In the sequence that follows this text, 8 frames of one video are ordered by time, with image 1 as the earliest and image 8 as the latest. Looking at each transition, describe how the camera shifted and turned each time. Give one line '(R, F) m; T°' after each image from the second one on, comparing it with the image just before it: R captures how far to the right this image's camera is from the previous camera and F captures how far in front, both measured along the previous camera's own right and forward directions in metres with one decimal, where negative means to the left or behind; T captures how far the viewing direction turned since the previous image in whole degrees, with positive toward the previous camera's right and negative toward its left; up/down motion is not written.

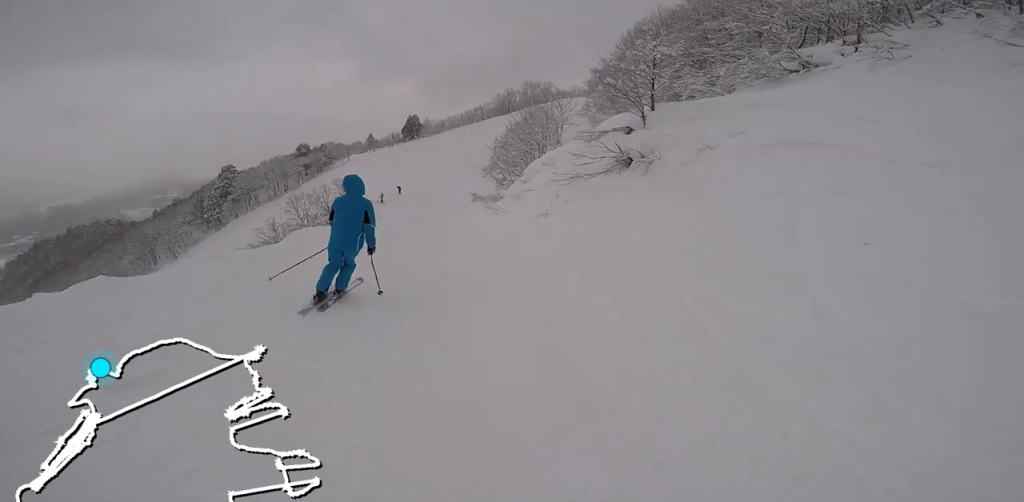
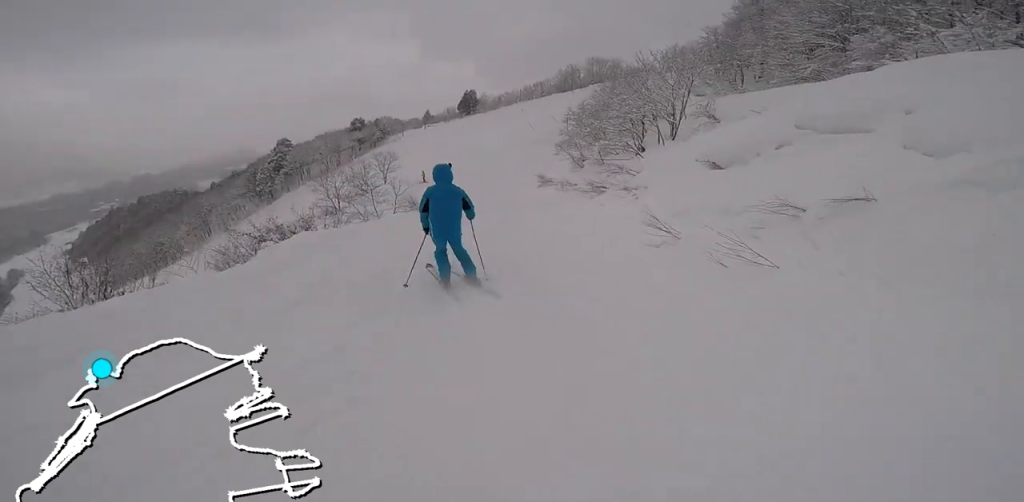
(0.0, +11.1) m; 0°
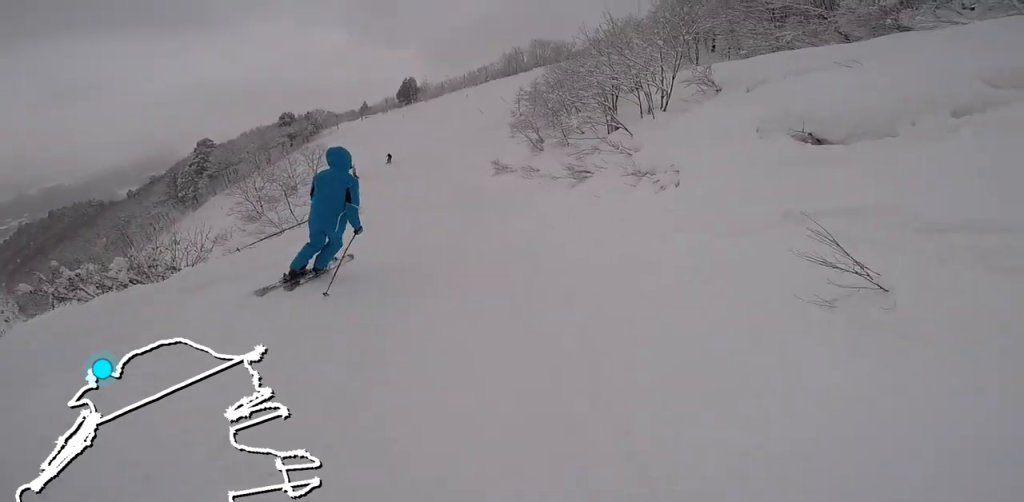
(0.0, +3.6) m; 0°
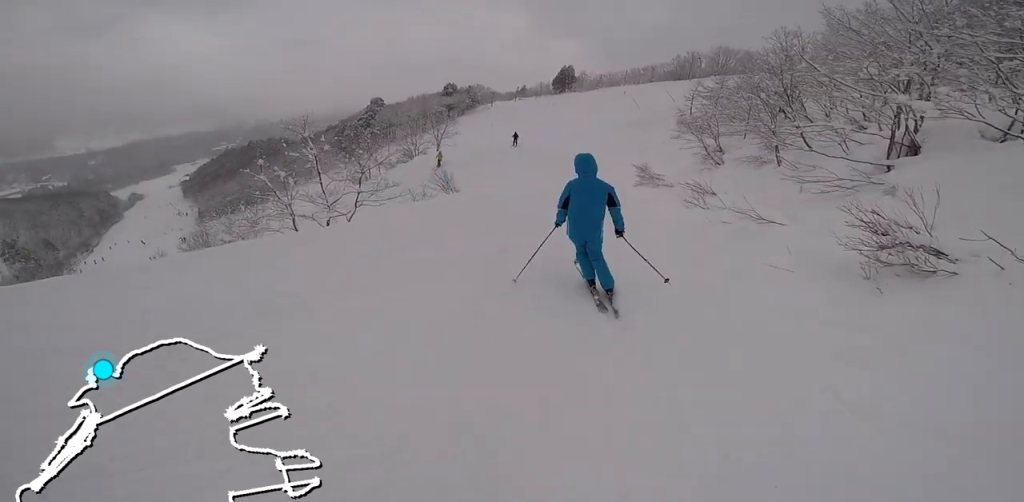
(0.0, +7.6) m; 0°
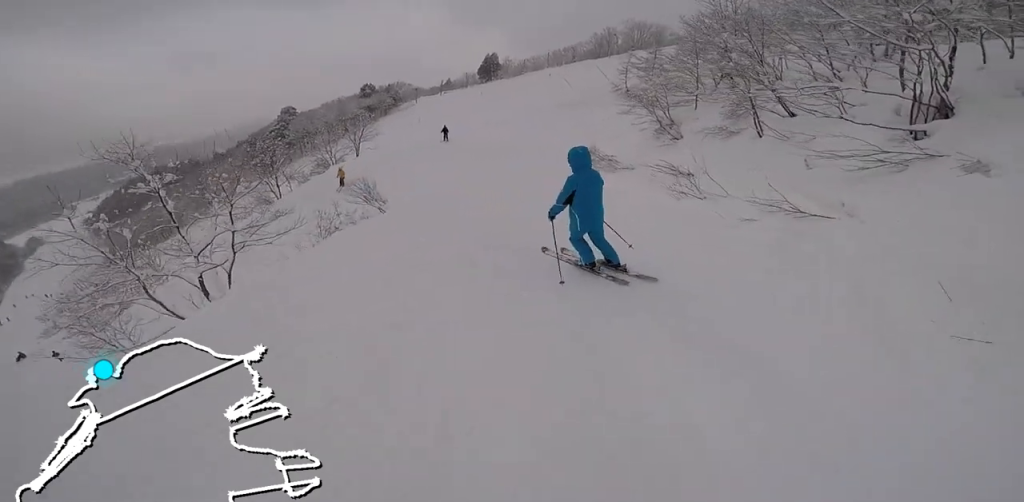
(0.0, +2.8) m; +1°
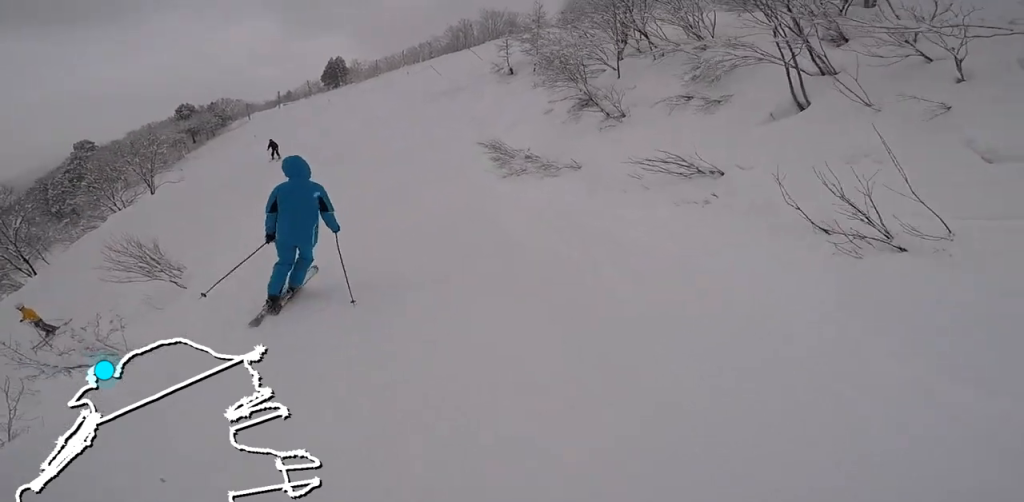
(+0.2, +6.3) m; +5°
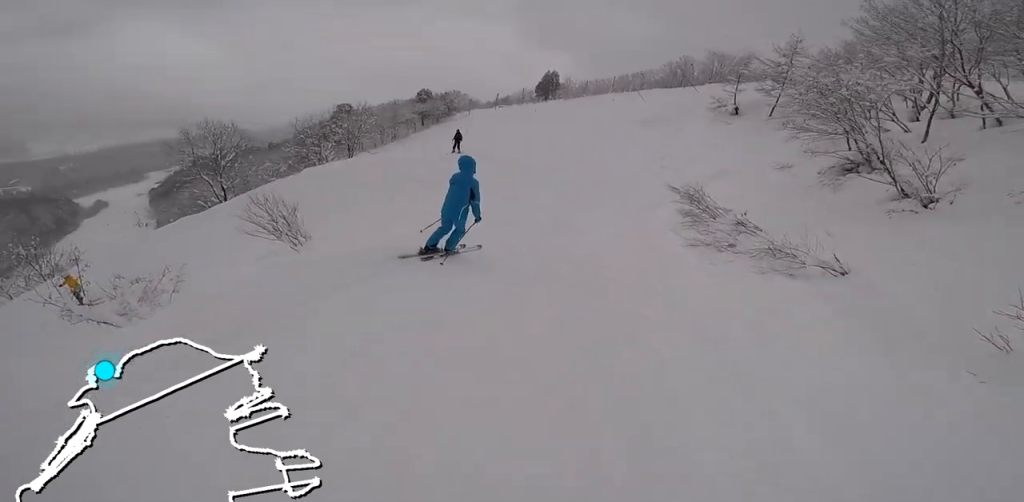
(+0.4, +3.7) m; 0°
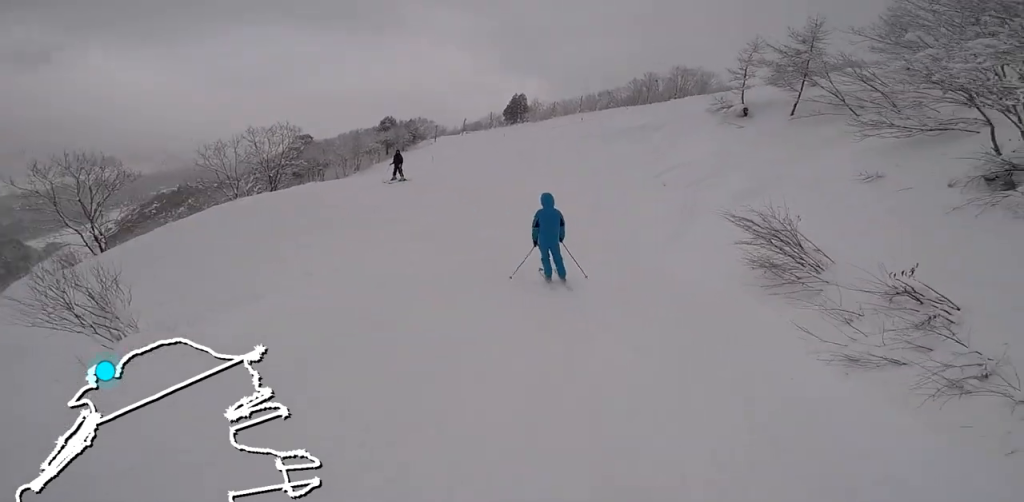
(-0.5, +4.9) m; -5°
